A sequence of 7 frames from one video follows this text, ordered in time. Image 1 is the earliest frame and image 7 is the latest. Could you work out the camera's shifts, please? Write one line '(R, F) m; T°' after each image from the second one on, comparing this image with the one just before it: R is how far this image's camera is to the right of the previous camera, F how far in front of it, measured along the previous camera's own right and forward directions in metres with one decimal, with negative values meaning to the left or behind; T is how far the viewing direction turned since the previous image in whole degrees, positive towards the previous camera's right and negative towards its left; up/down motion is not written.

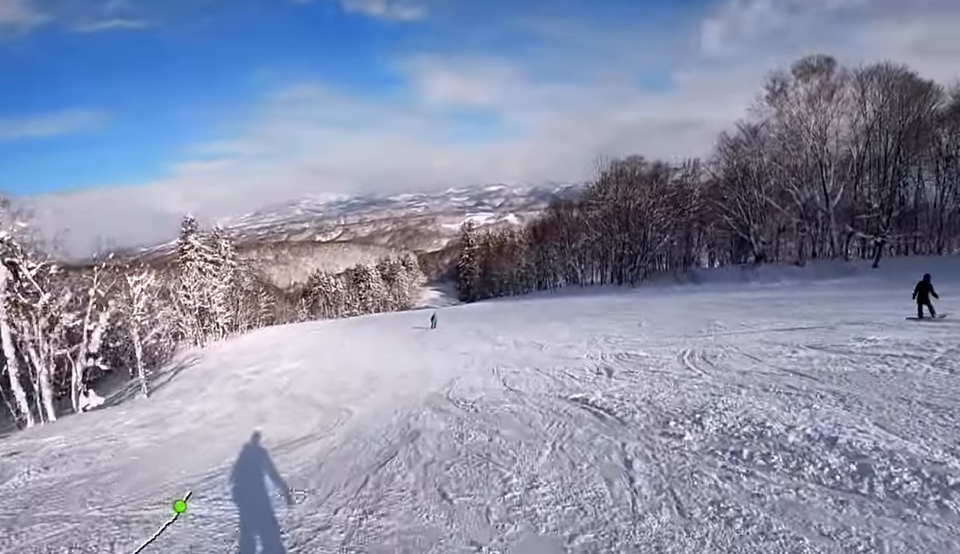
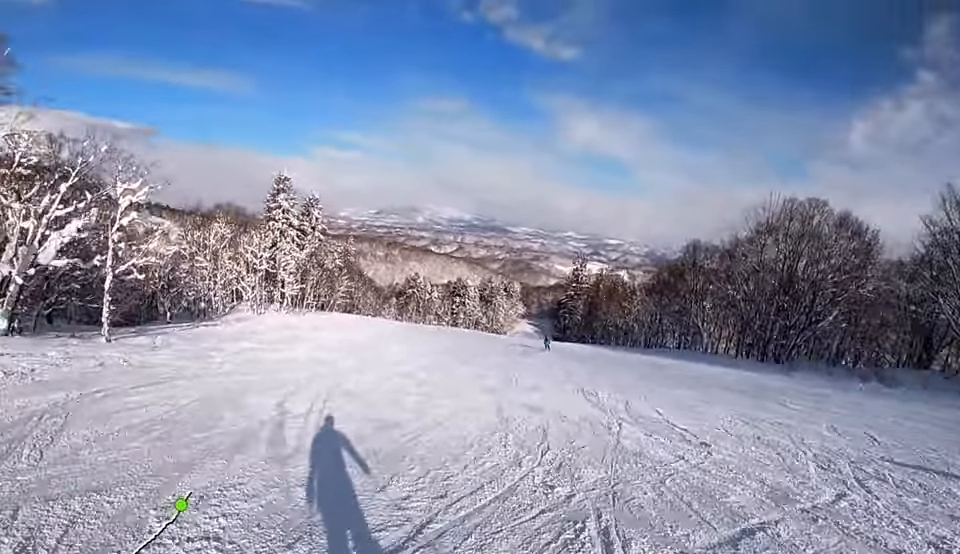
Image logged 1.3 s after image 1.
(+0.6, +14.0) m; -2°
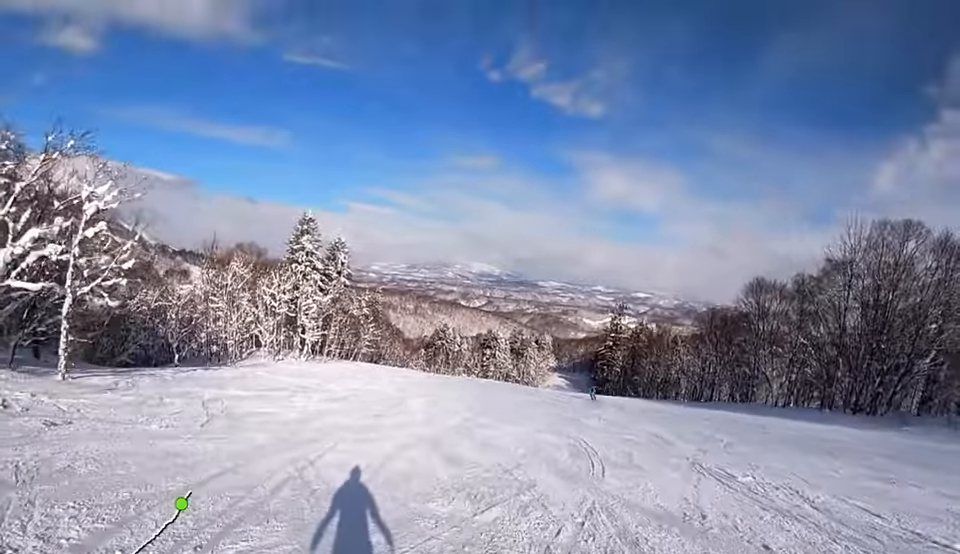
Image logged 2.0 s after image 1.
(-0.5, +7.5) m; -3°
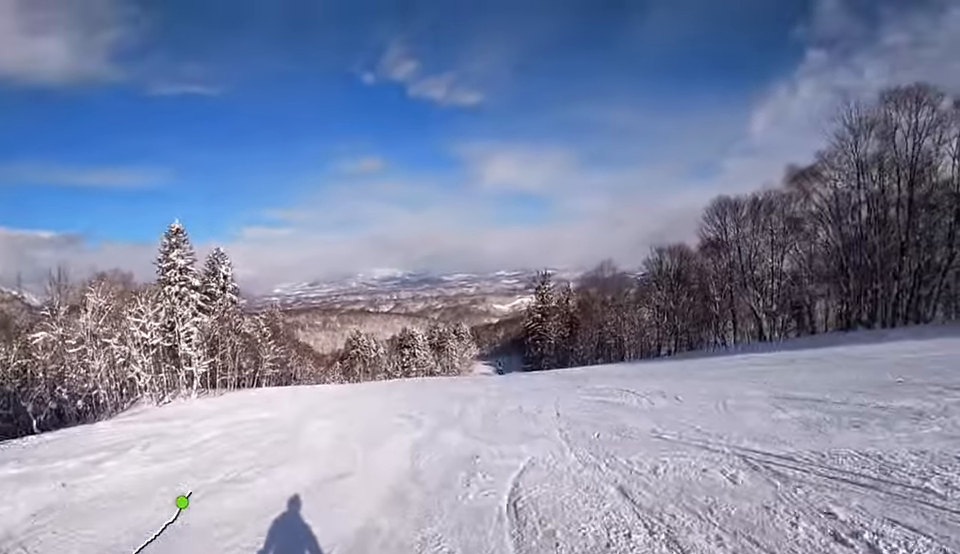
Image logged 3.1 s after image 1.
(+0.2, +11.7) m; +5°
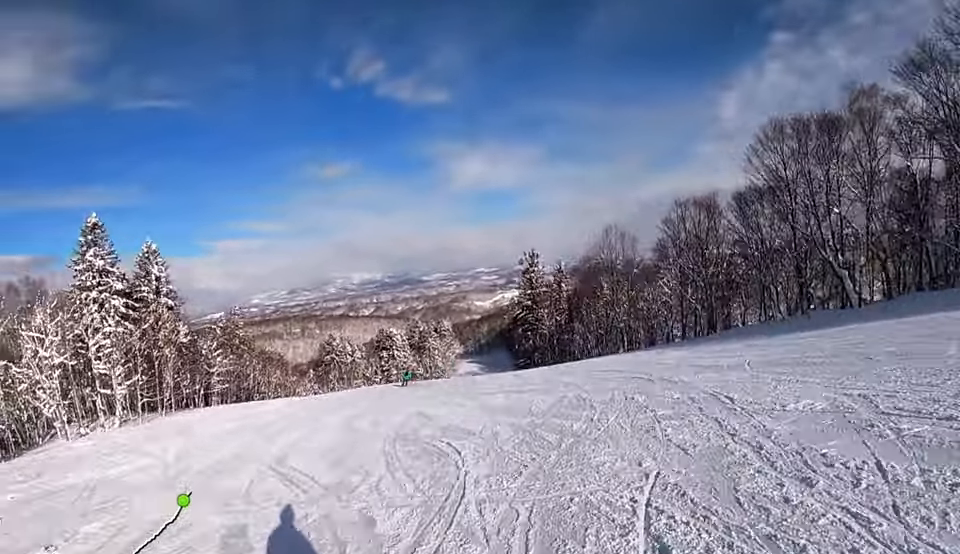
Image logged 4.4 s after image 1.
(+1.0, +13.4) m; +3°
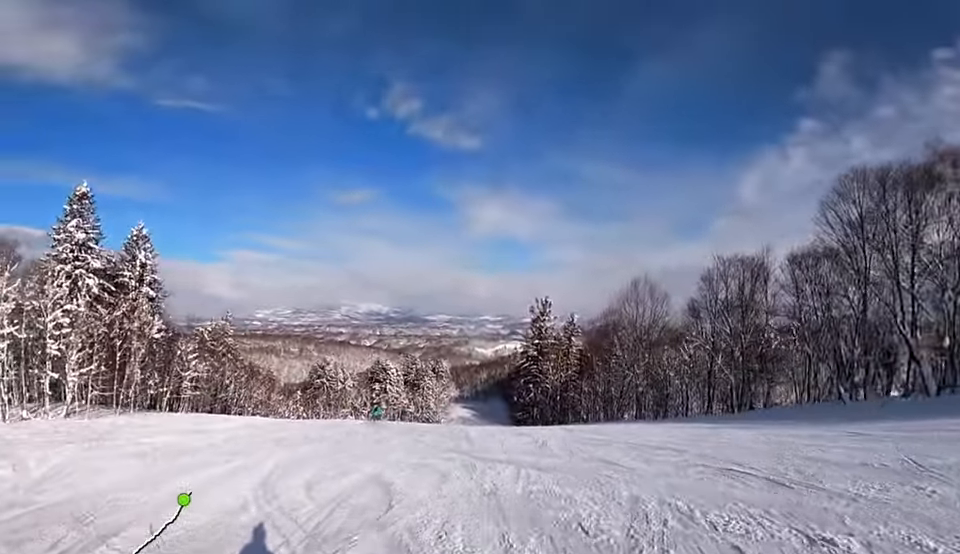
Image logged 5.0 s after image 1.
(+0.2, +6.7) m; -3°
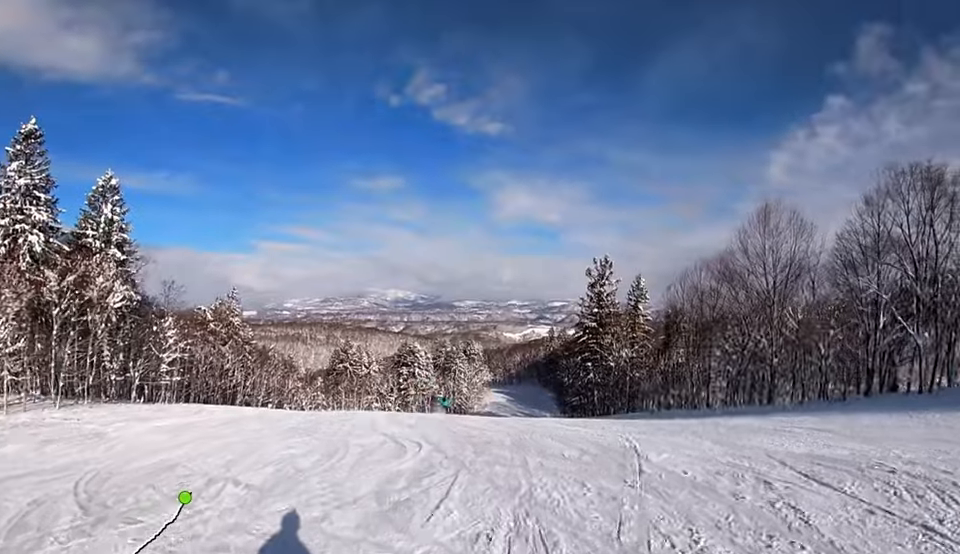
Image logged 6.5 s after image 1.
(-0.6, +14.9) m; -1°
